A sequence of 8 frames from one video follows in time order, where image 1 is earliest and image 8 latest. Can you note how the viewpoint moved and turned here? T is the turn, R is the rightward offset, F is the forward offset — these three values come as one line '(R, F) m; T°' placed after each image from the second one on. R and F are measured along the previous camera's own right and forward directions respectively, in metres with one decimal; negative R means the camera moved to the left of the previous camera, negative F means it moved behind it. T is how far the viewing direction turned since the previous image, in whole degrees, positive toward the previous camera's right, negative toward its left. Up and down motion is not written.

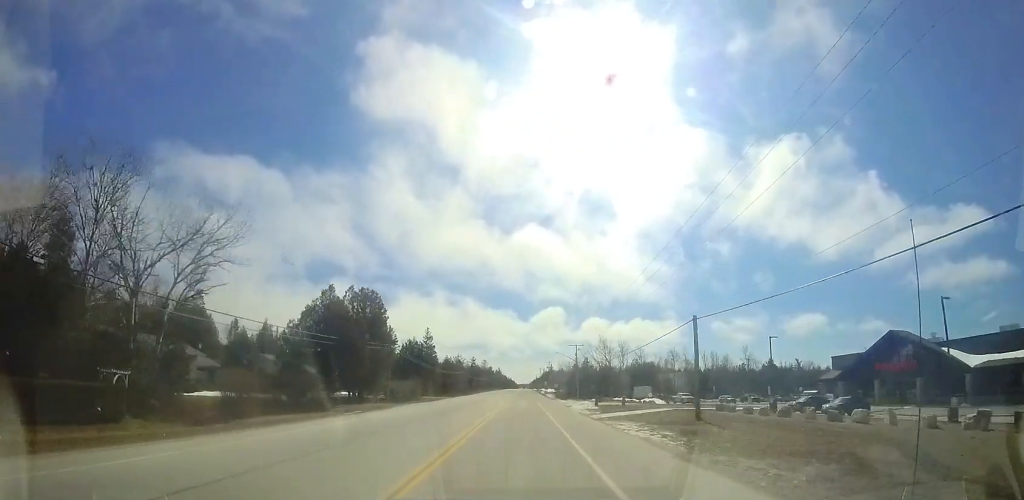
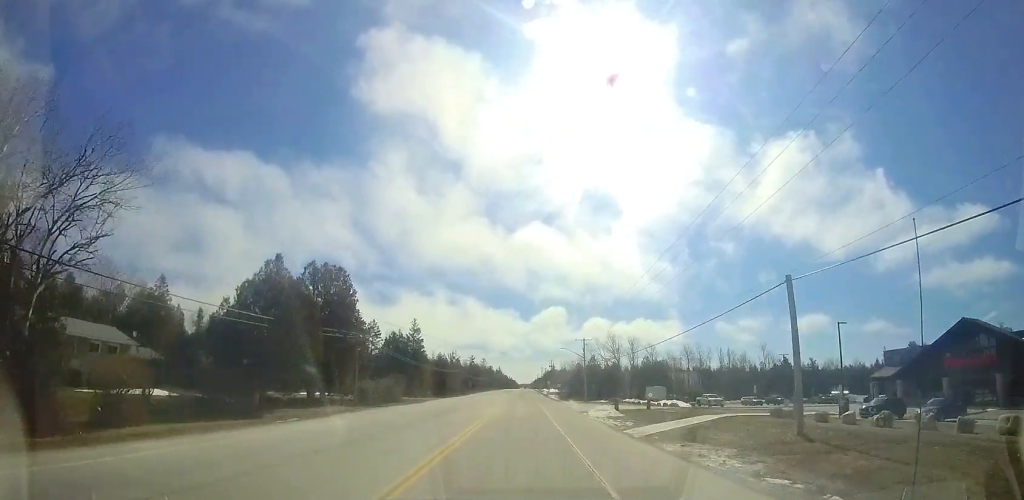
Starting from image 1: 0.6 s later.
(+0.1, +9.2) m; 0°
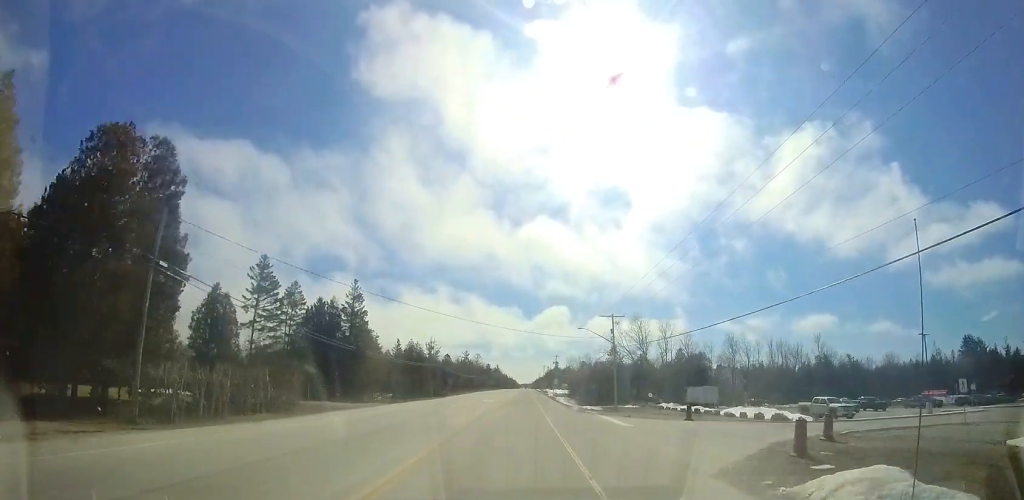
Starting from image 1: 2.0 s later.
(+0.2, +22.9) m; 0°
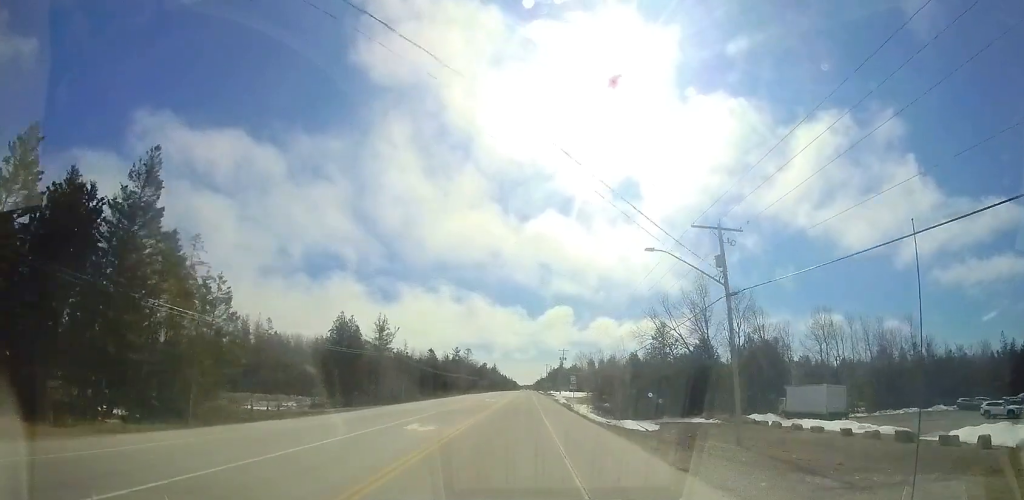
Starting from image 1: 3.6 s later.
(-0.2, +26.3) m; 0°
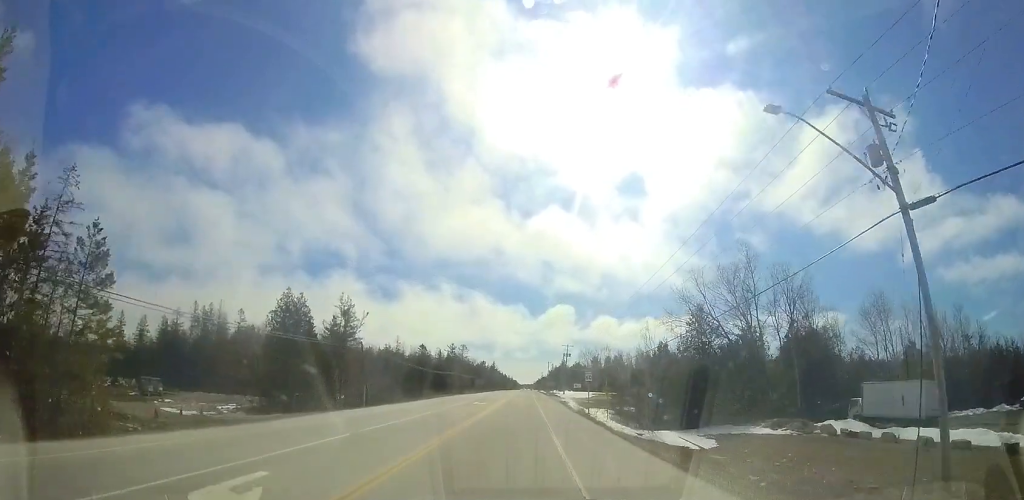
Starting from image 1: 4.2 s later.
(+0.1, +10.4) m; +1°
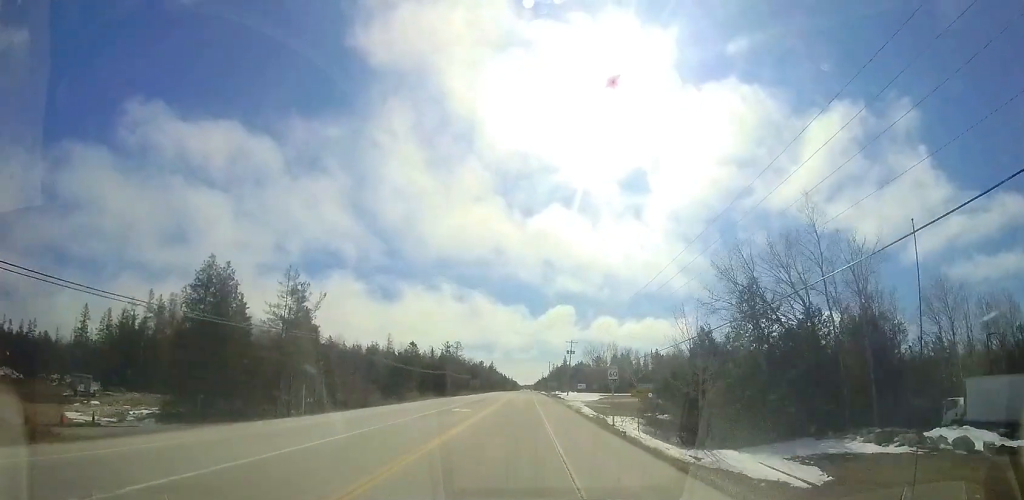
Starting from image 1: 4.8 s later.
(0.0, +9.3) m; -1°
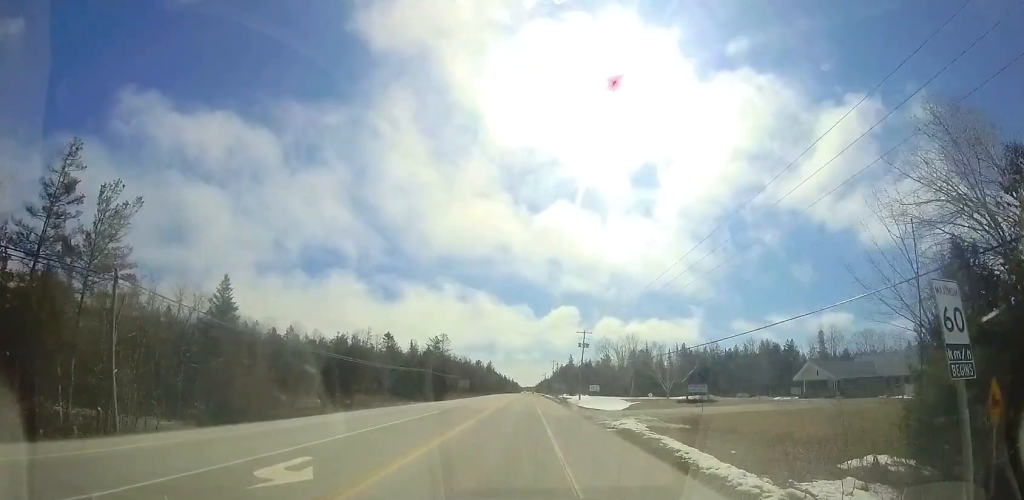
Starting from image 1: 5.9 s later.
(-0.3, +19.1) m; -2°
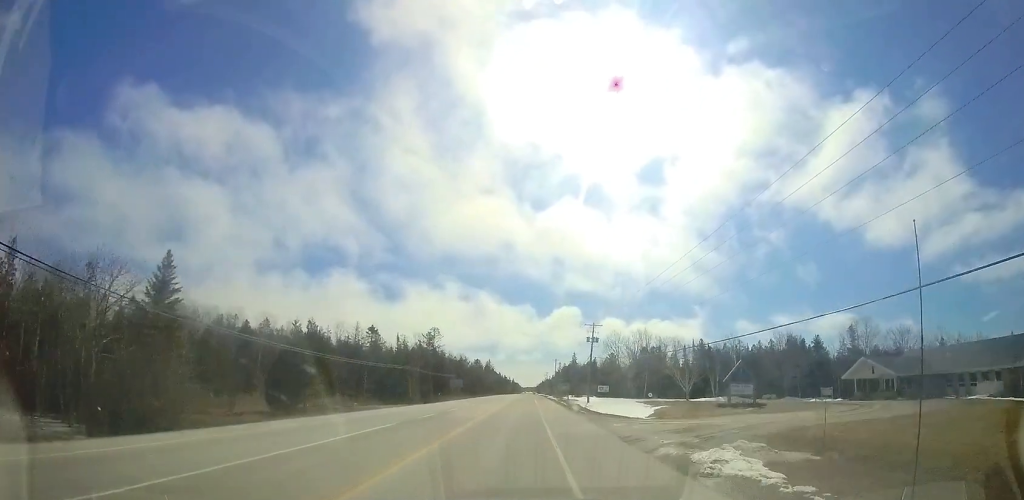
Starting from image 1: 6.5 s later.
(-0.1, +9.3) m; 0°
